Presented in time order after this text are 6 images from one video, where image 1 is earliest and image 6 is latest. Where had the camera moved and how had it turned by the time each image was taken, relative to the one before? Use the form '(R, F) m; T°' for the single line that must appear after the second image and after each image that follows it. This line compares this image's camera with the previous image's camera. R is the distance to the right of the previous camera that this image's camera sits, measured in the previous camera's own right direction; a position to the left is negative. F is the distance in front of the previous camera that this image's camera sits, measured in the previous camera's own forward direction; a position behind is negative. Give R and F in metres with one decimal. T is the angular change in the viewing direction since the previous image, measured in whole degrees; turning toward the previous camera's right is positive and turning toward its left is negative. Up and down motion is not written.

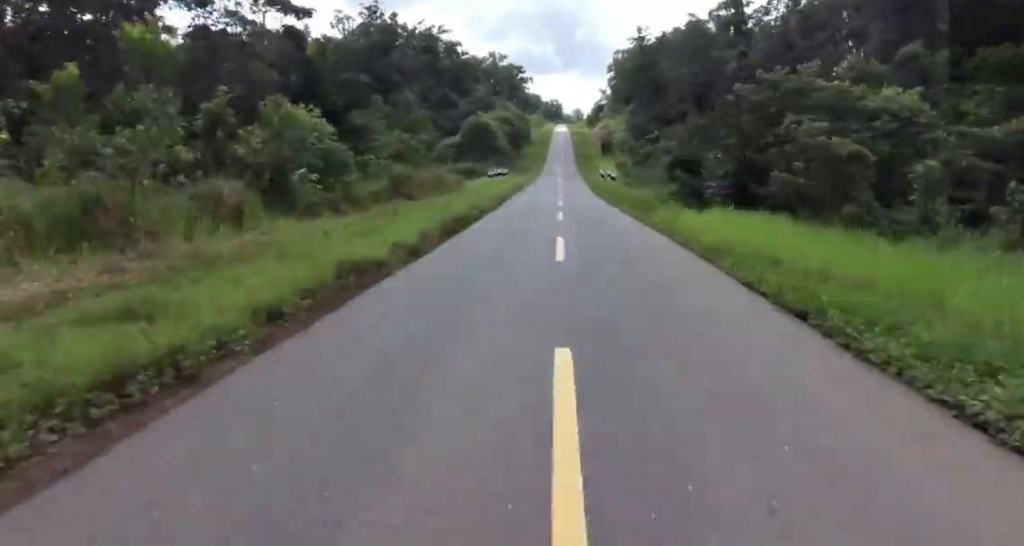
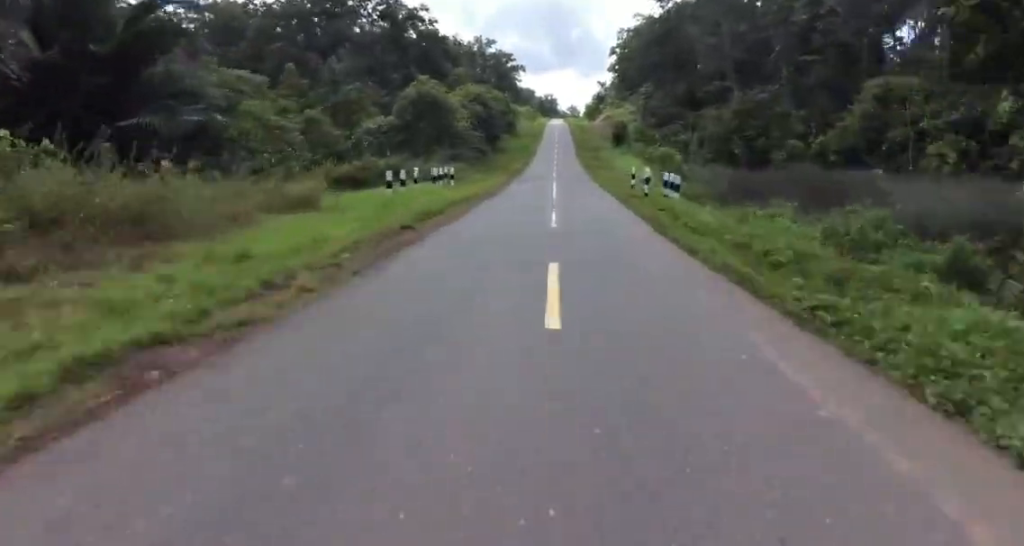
(+0.4, +31.0) m; 0°
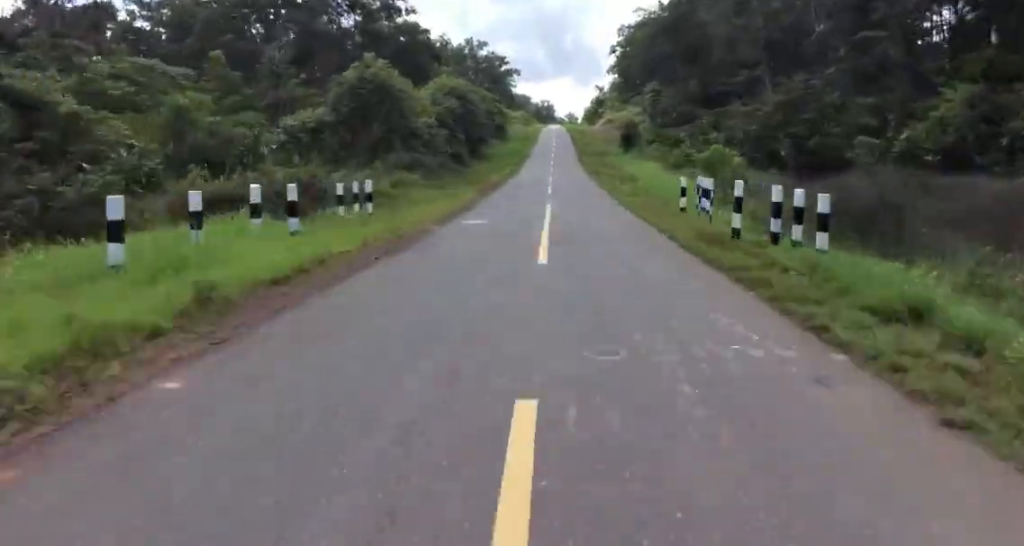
(+0.1, +13.5) m; 0°
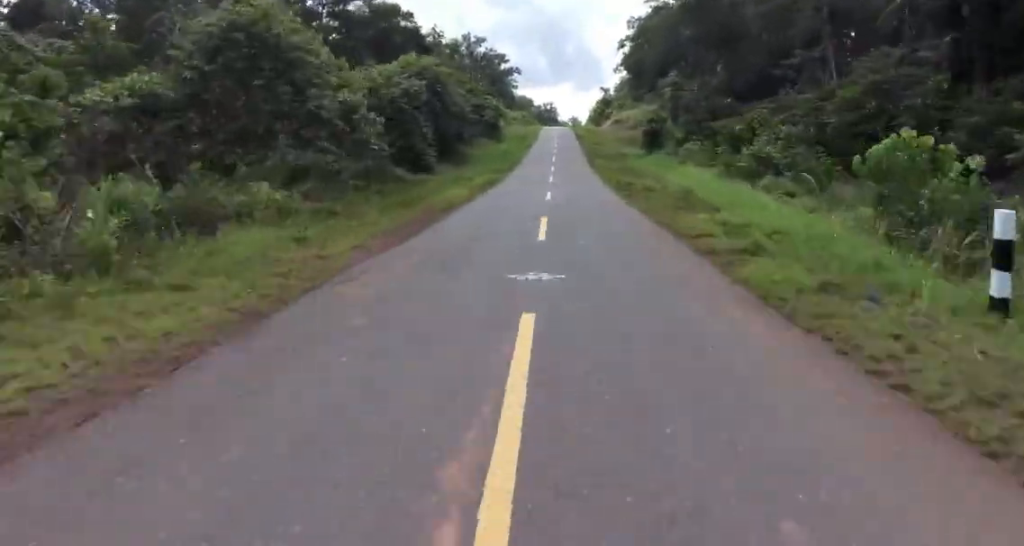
(-0.2, +15.0) m; 0°
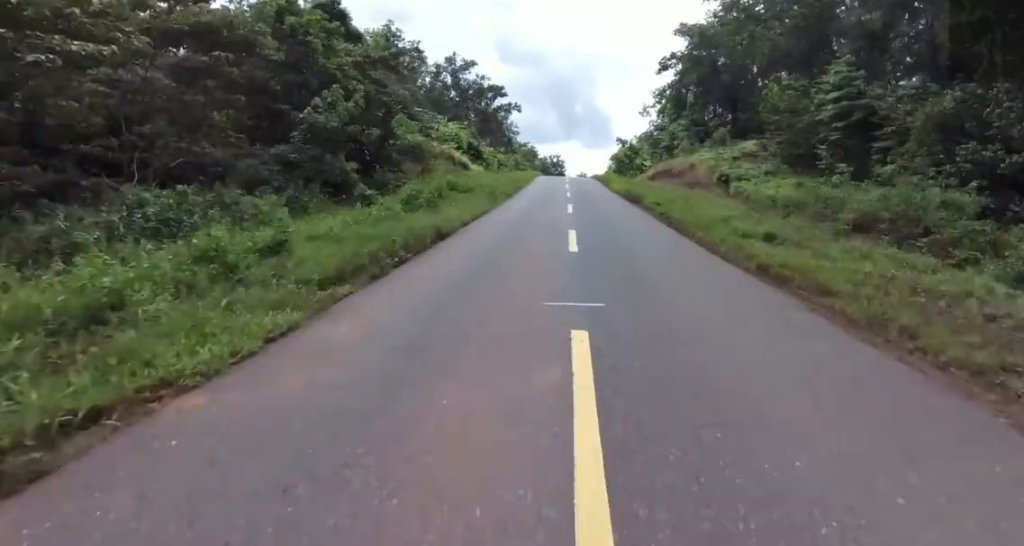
(+0.7, +49.7) m; 0°
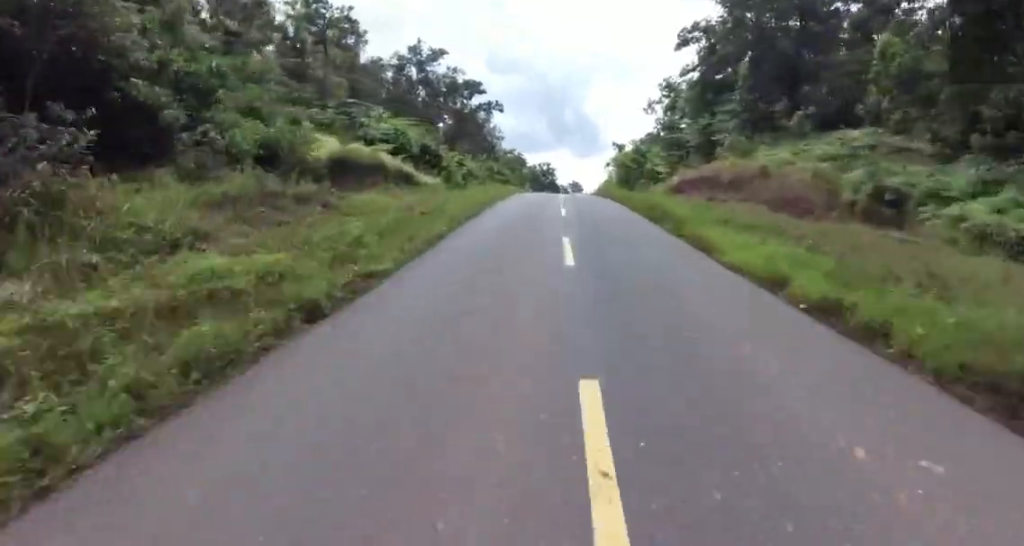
(-0.7, +24.4) m; -2°
